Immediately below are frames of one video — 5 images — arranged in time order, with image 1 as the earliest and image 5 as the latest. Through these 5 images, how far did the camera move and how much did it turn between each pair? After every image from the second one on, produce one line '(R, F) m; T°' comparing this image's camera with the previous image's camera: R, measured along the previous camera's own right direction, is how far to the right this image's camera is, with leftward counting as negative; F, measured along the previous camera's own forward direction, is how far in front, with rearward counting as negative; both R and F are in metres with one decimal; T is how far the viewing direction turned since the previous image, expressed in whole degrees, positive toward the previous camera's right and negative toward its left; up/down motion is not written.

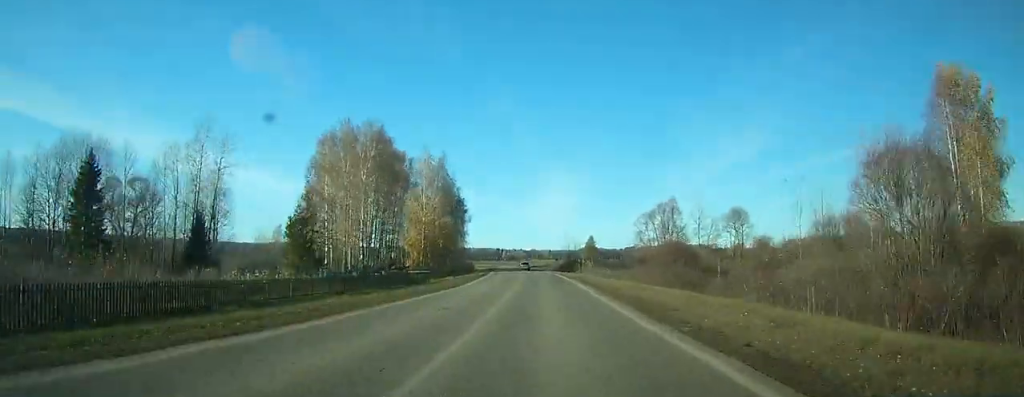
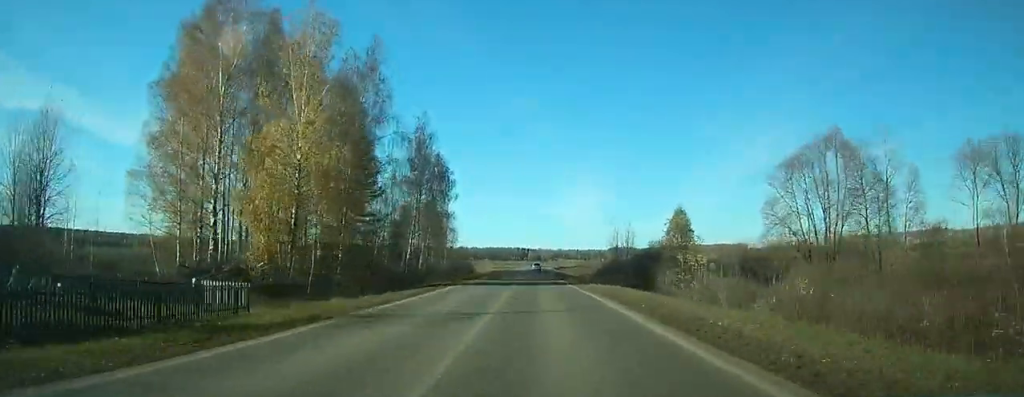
(+6.9, +49.8) m; +8°
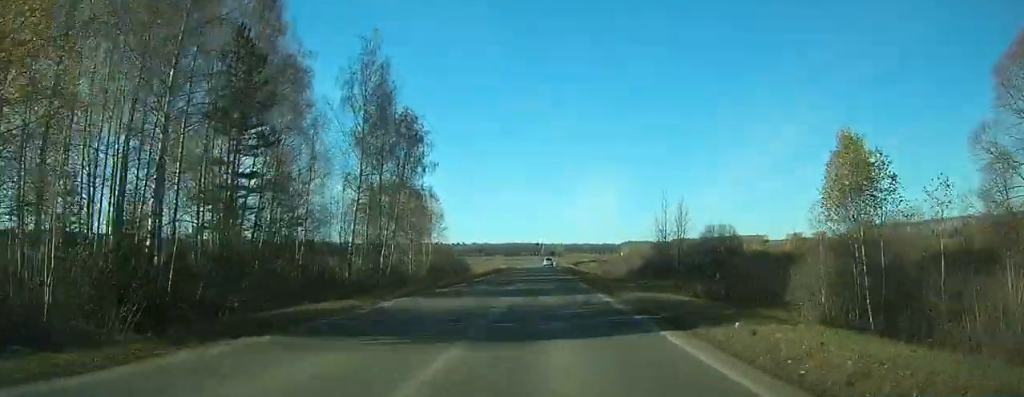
(0.0, +26.3) m; -1°
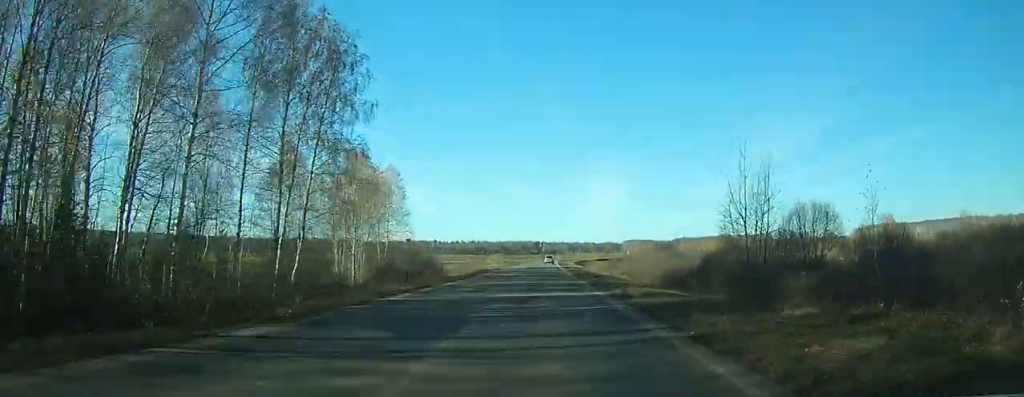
(-1.8, +23.4) m; -4°
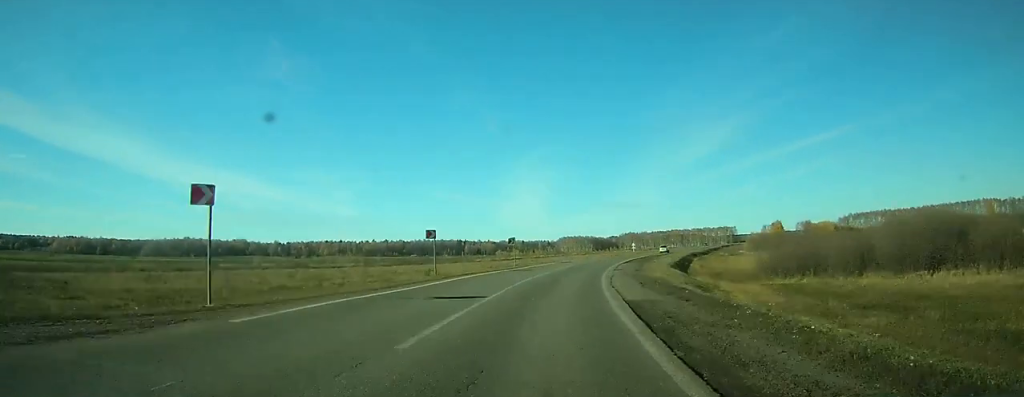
(-3.3, +161.3) m; +4°
